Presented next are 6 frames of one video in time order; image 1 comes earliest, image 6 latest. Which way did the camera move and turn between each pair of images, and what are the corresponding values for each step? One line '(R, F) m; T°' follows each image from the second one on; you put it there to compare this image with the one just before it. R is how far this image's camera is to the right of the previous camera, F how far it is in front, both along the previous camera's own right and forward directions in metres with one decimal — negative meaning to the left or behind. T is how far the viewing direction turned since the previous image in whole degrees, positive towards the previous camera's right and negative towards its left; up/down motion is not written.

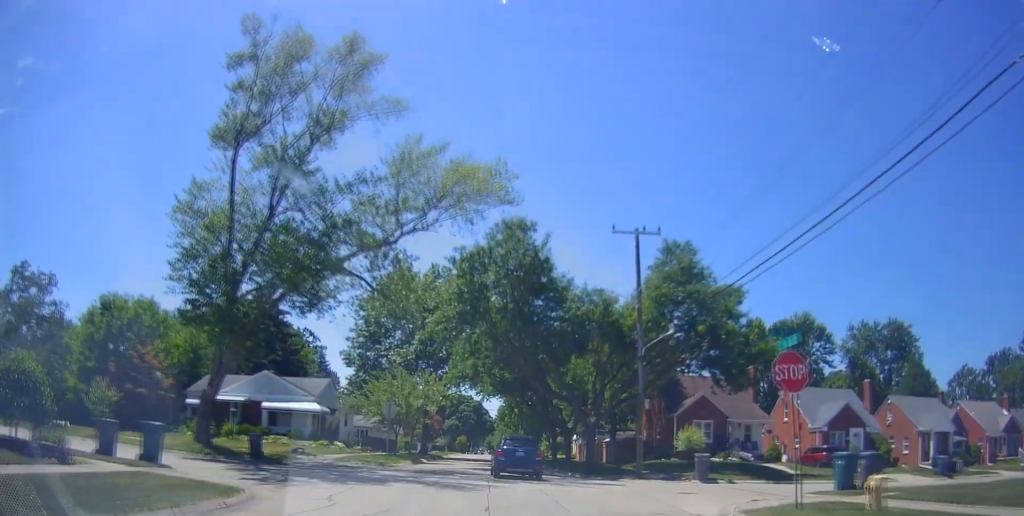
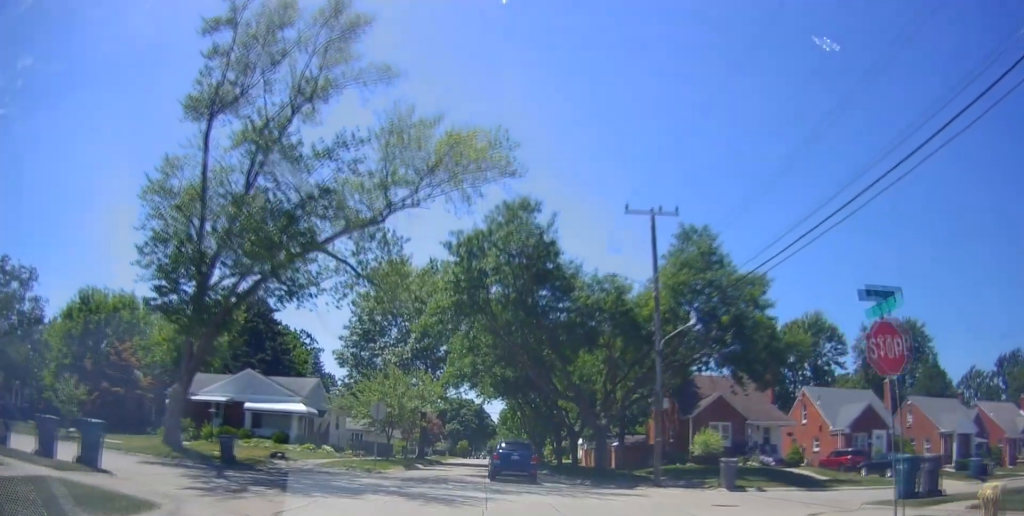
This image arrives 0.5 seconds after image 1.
(+0.2, +3.3) m; +1°
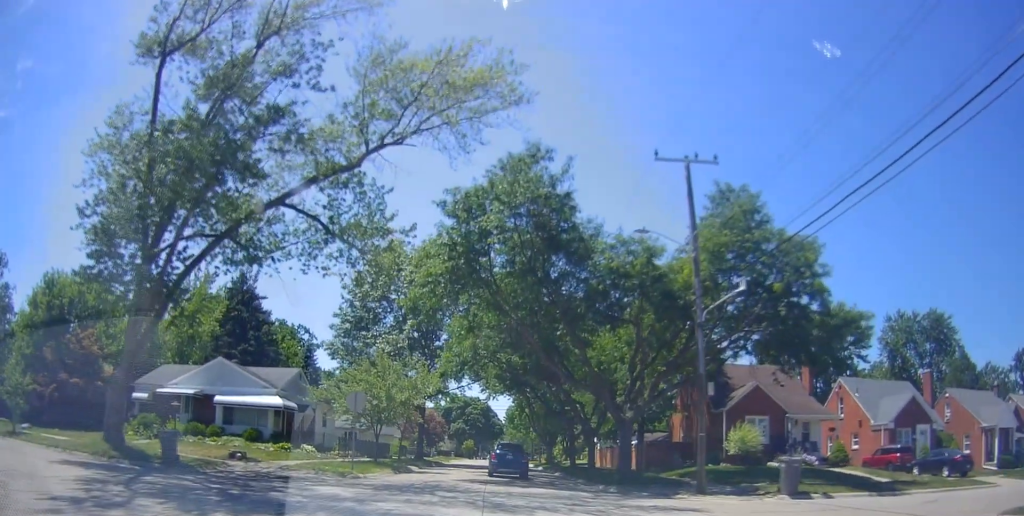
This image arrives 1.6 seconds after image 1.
(+0.1, +6.1) m; -2°
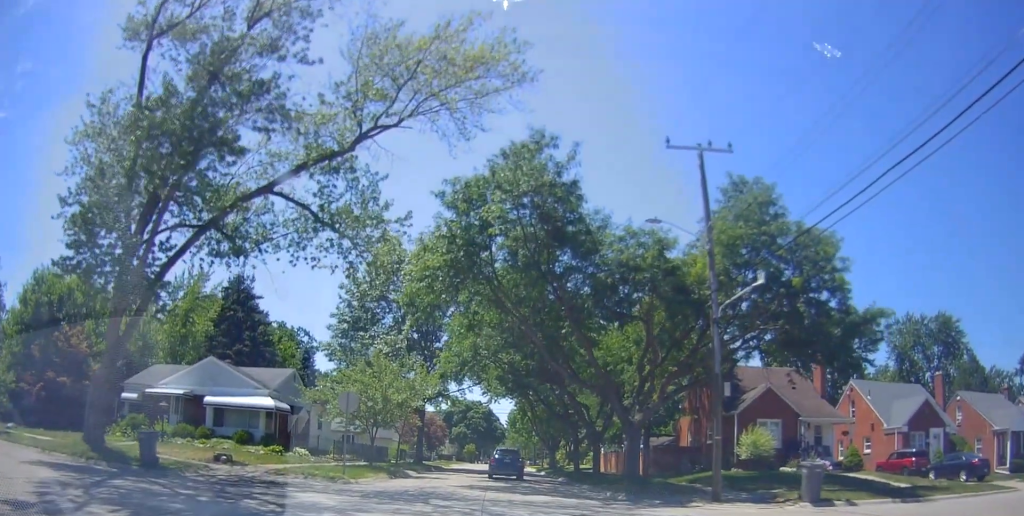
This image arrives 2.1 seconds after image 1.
(-0.1, +2.6) m; -3°
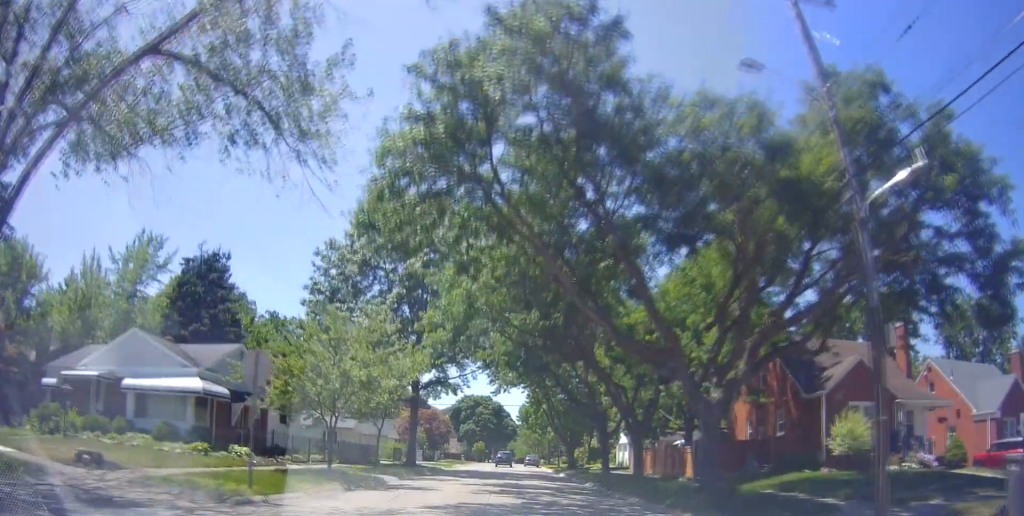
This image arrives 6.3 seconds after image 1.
(0.0, +10.5) m; 0°
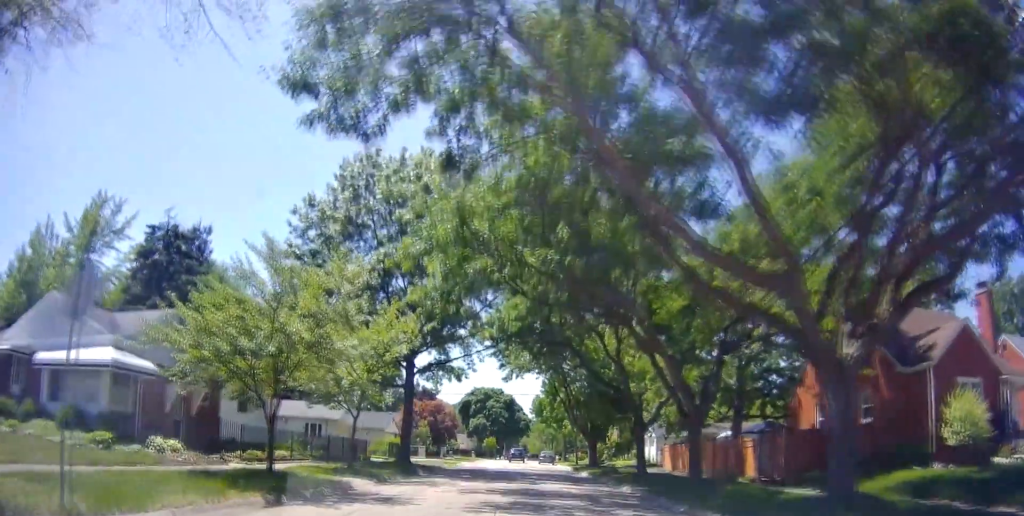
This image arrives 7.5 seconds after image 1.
(0.0, +6.1) m; 0°
